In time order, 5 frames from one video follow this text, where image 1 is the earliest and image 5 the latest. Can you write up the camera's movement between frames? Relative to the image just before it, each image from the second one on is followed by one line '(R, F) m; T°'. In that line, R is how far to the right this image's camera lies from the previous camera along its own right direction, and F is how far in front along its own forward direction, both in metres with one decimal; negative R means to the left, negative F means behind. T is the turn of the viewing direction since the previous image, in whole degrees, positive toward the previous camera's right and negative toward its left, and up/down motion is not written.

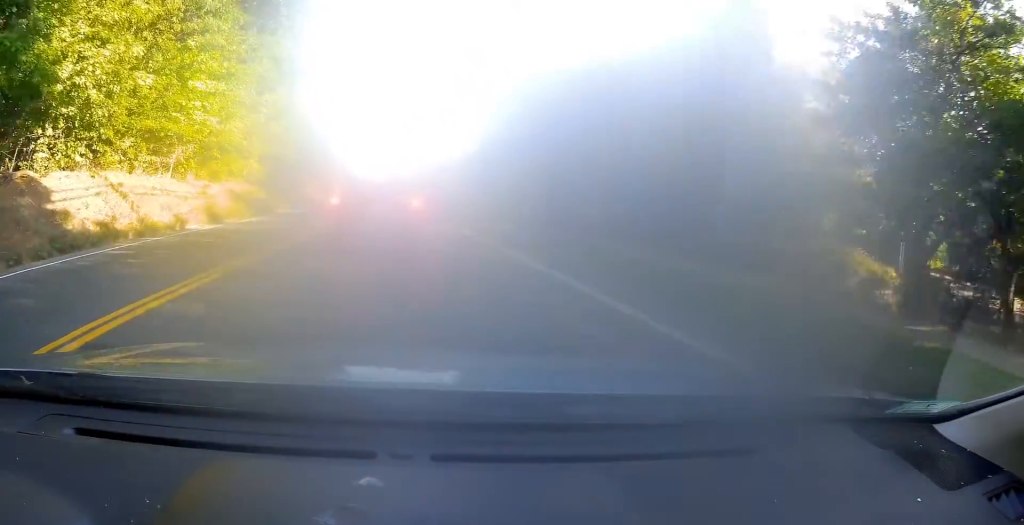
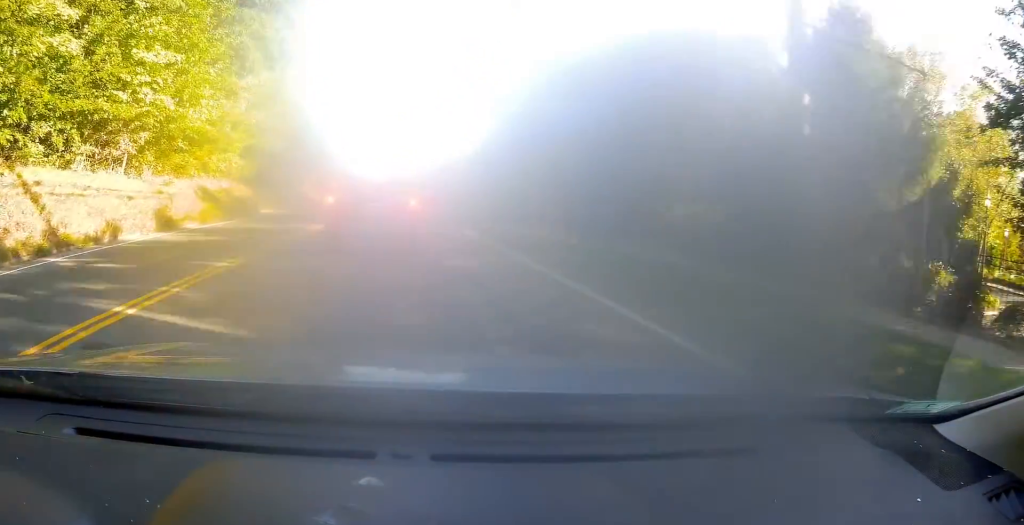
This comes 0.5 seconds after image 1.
(0.0, +7.2) m; +1°
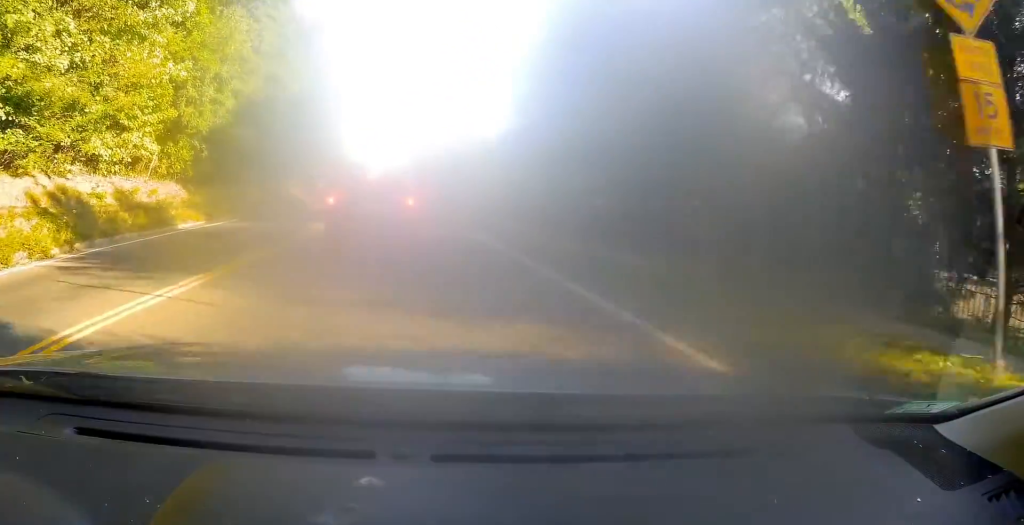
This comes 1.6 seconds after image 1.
(+0.3, +15.9) m; +2°
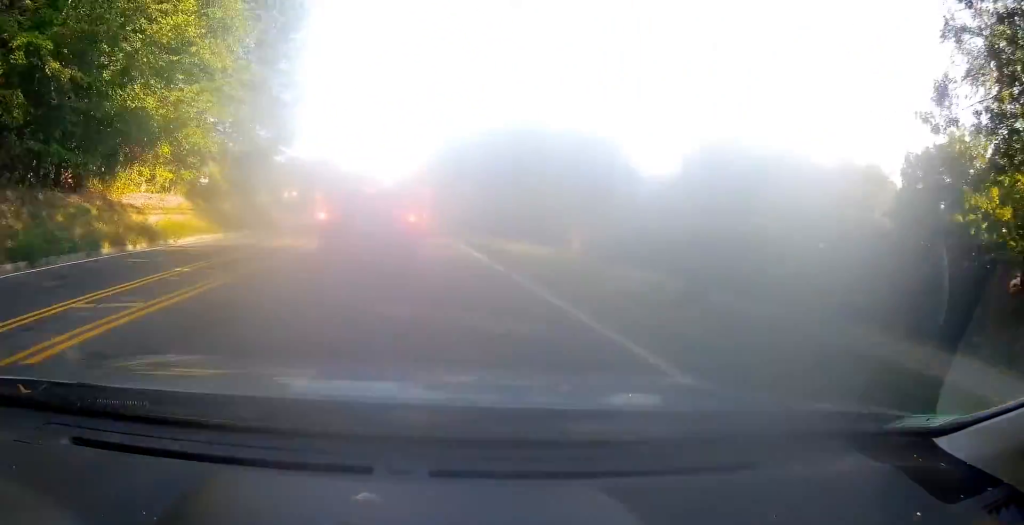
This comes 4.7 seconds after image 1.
(-2.4, +40.7) m; -4°
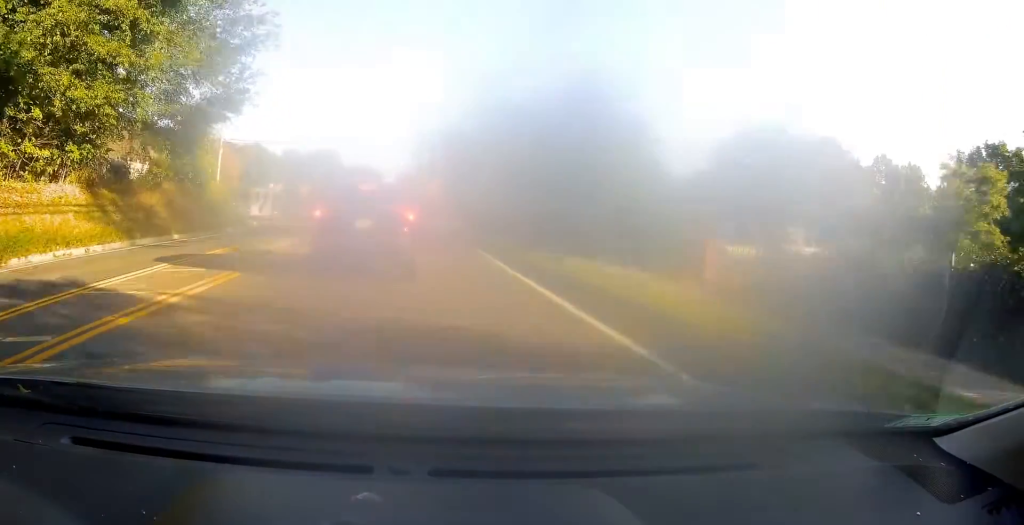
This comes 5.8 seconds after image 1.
(+0.2, +12.3) m; 0°
